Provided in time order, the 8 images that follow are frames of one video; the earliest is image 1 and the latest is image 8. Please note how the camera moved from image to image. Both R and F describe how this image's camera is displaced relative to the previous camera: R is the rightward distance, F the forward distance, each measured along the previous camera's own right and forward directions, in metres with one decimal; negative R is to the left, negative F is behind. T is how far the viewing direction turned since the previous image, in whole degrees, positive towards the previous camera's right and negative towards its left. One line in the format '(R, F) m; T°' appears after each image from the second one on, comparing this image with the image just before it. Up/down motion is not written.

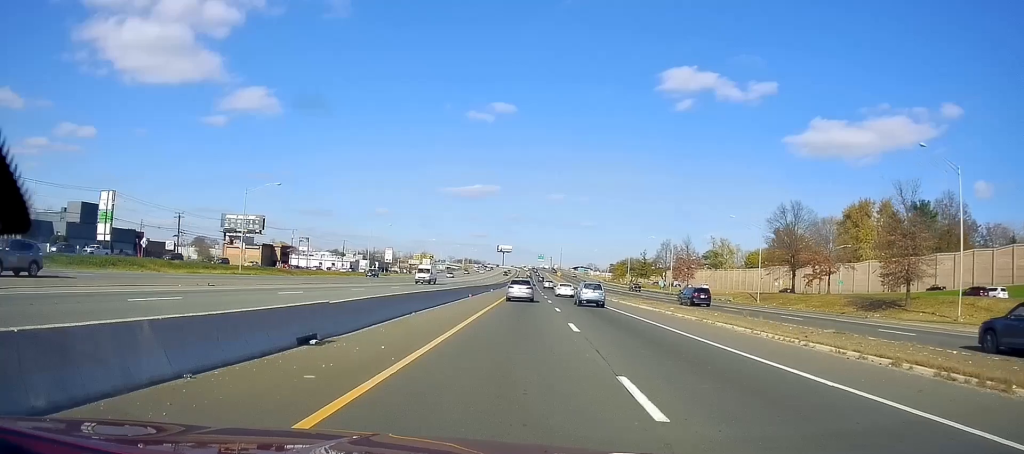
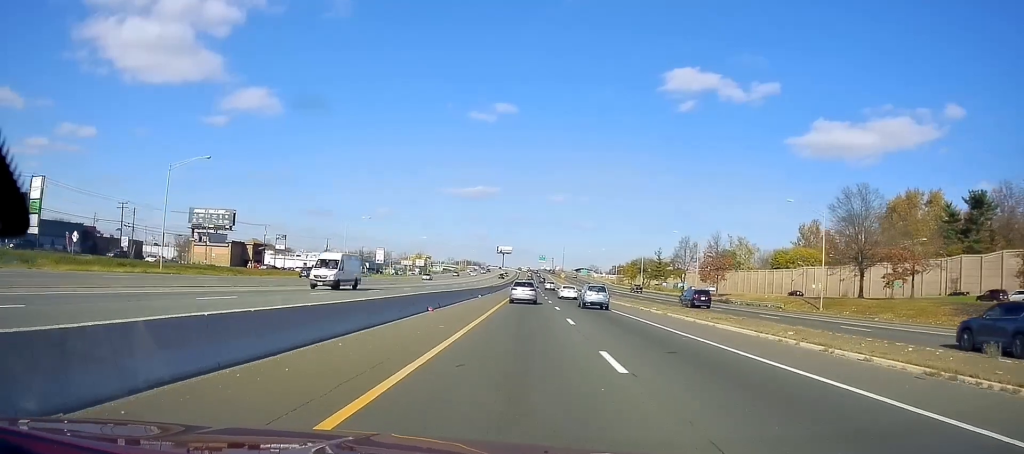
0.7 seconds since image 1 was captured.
(+0.2, +20.1) m; 0°
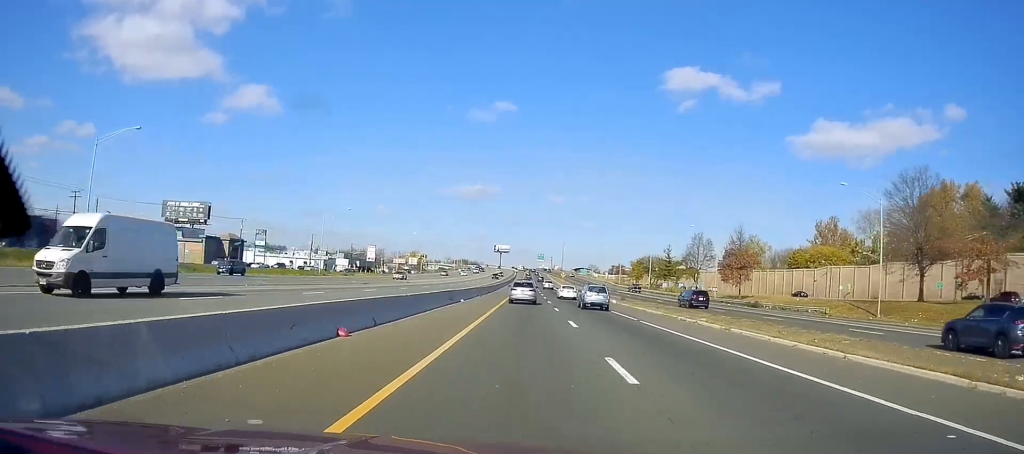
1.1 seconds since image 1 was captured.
(-0.2, +13.2) m; 0°
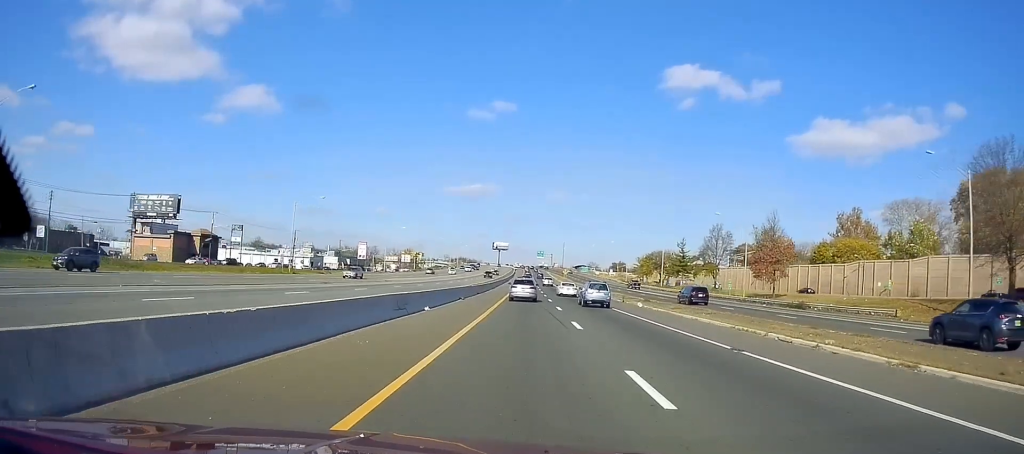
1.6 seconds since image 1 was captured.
(-0.1, +14.3) m; 0°
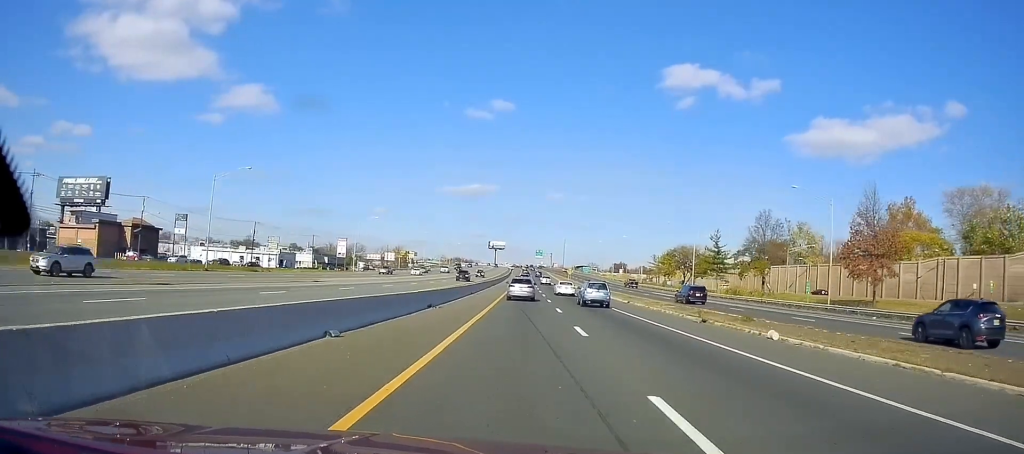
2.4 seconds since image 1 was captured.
(+0.2, +27.0) m; 0°
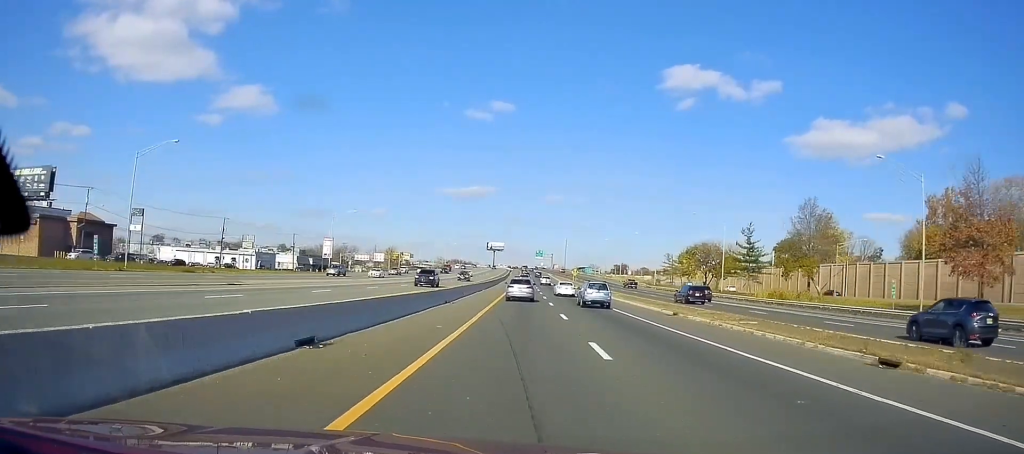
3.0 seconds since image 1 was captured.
(-0.1, +16.9) m; 0°
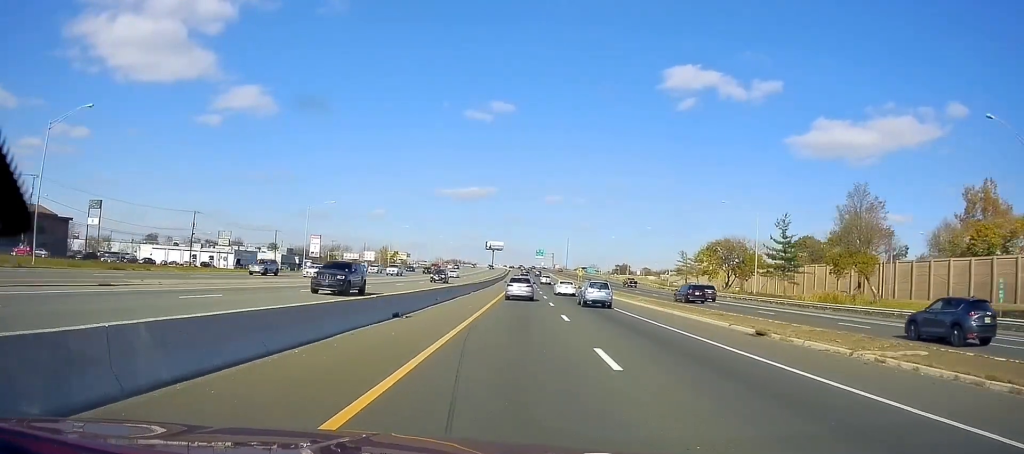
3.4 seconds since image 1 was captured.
(-0.1, +13.7) m; 0°
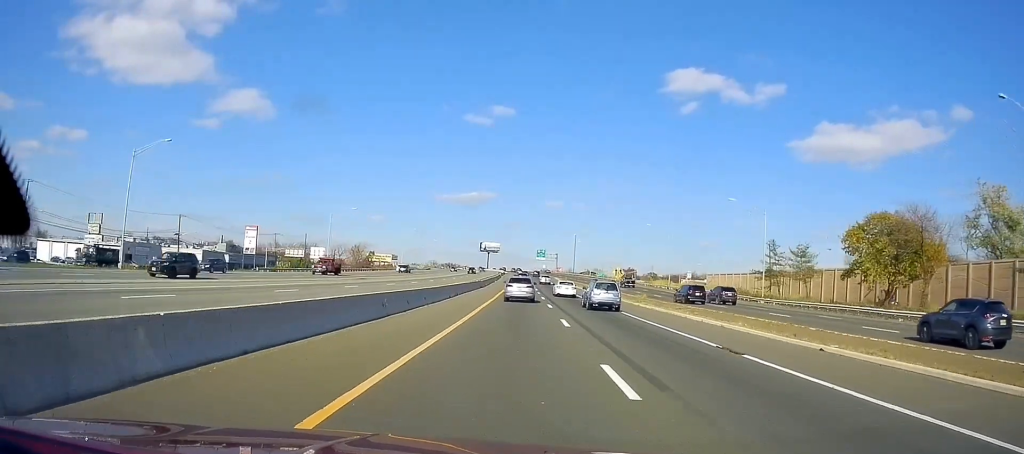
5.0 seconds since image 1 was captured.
(+0.4, +51.6) m; 0°
